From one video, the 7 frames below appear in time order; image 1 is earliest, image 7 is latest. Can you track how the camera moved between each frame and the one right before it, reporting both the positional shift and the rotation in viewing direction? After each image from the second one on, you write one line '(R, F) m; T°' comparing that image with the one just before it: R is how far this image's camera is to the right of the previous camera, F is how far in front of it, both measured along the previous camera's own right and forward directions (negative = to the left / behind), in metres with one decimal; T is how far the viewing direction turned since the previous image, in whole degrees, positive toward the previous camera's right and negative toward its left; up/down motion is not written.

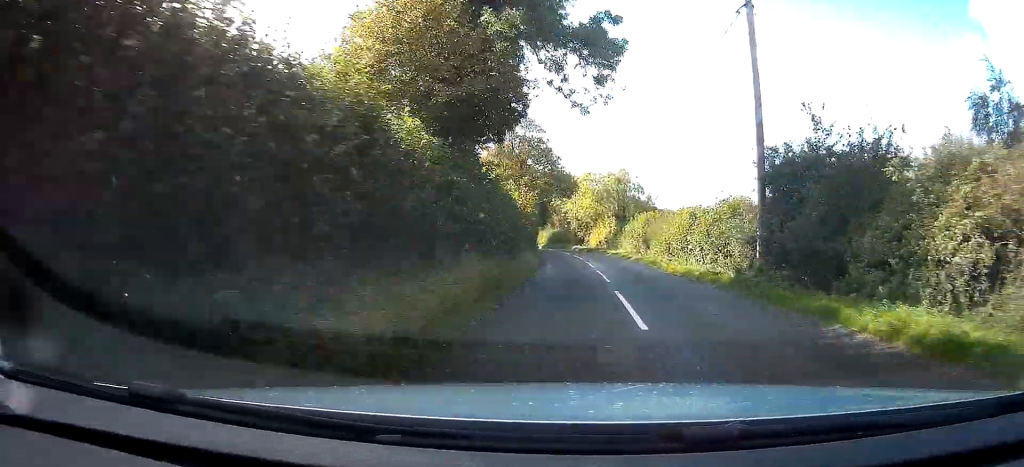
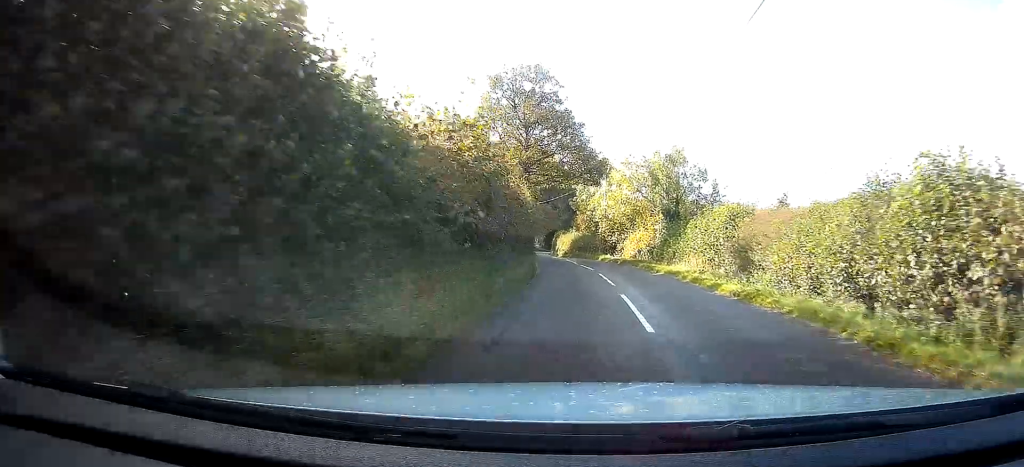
(-0.4, +17.8) m; -3°
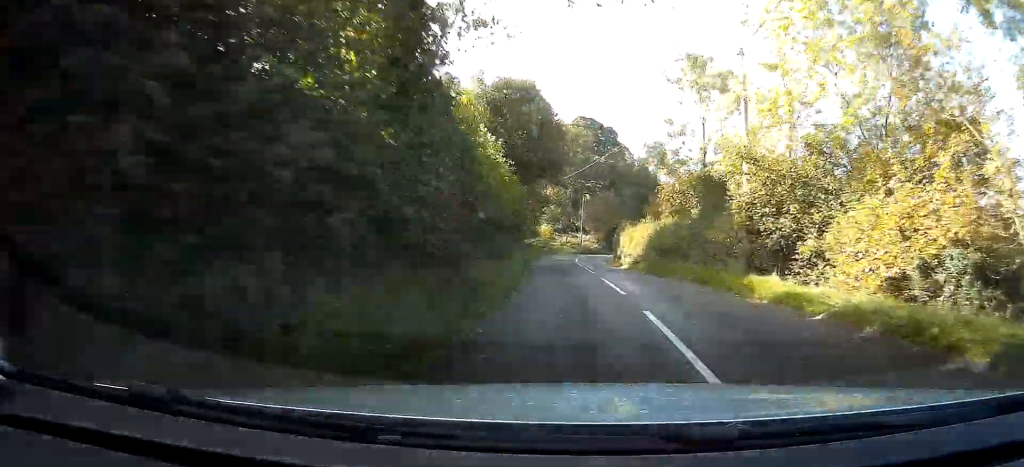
(-1.6, +31.1) m; -6°
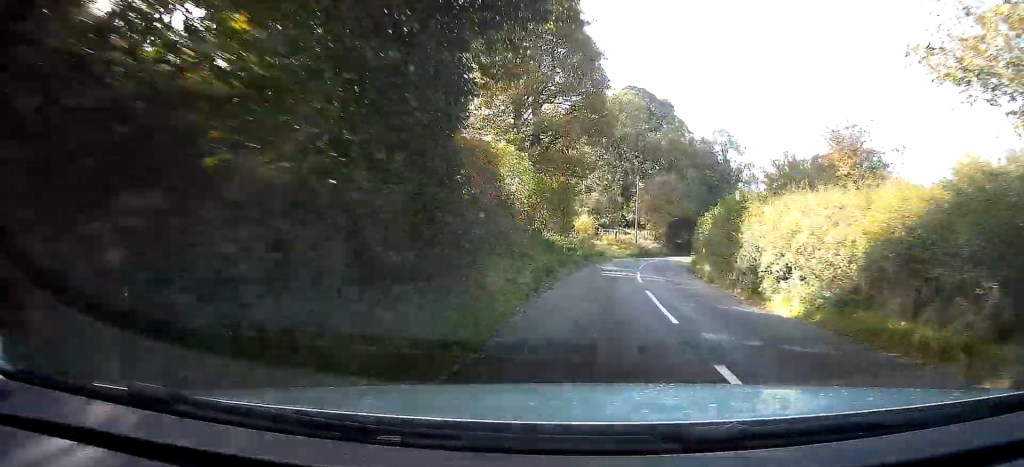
(-0.9, +22.0) m; -3°
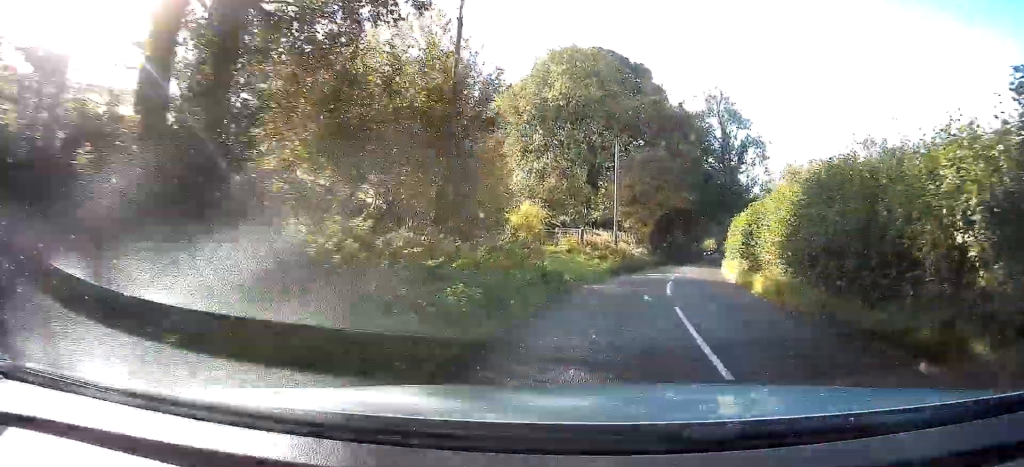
(0.0, +21.5) m; +1°
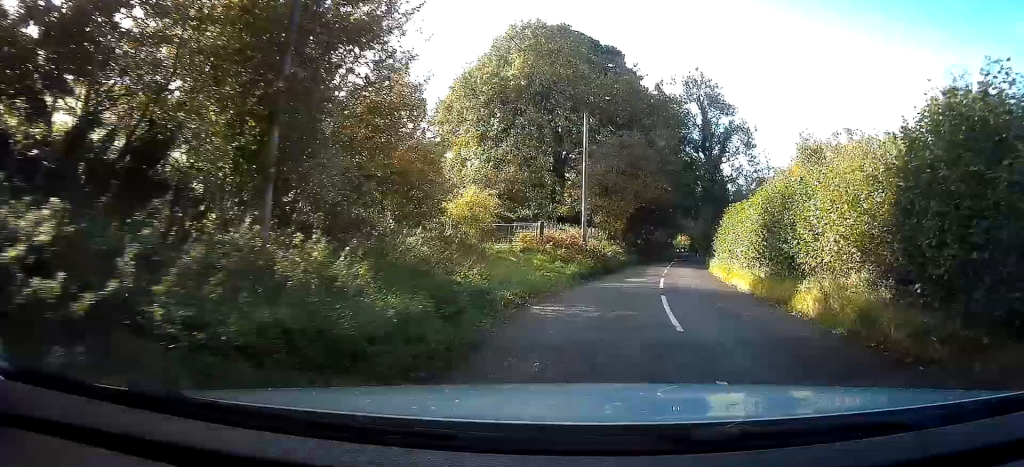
(0.0, +6.2) m; +2°
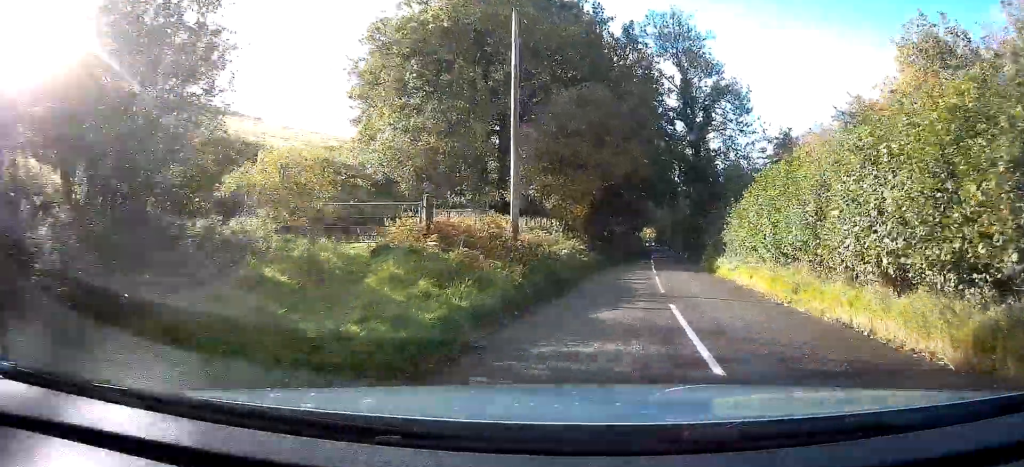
(+0.4, +11.5) m; +4°
